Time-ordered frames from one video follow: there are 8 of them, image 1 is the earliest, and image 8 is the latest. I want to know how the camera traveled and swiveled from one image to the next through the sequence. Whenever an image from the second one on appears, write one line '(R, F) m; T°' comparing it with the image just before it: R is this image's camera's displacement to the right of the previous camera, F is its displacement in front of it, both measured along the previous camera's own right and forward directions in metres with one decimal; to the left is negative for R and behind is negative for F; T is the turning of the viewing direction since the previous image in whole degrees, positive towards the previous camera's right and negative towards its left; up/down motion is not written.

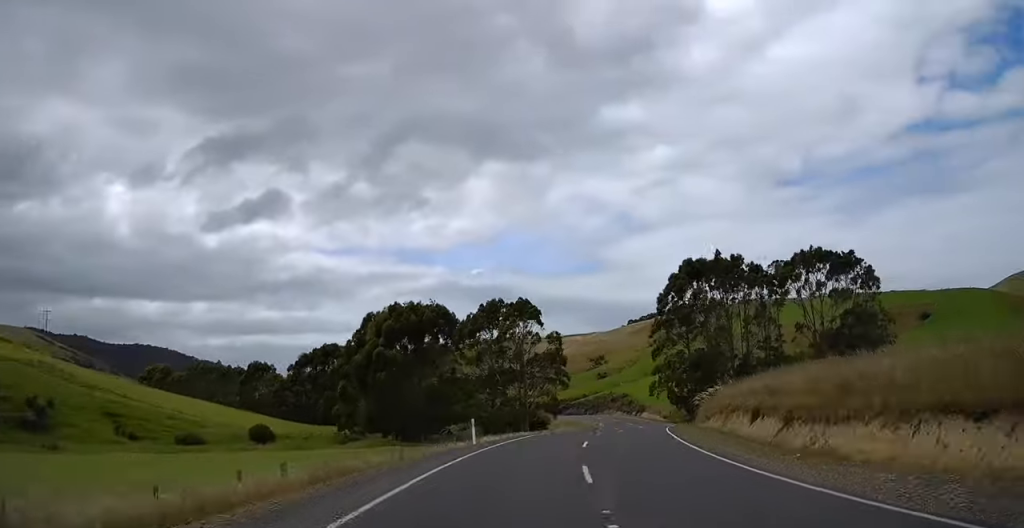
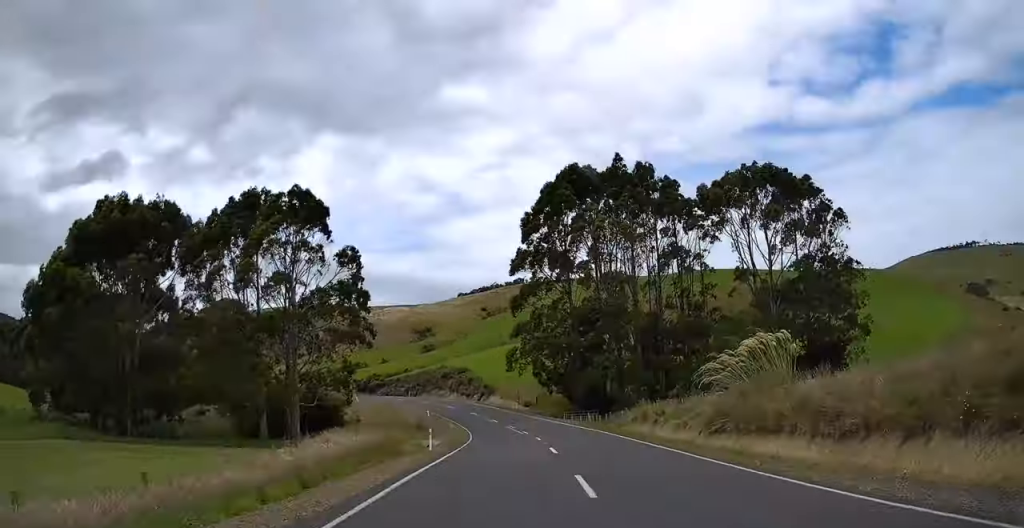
(+3.1, +42.7) m; +2°
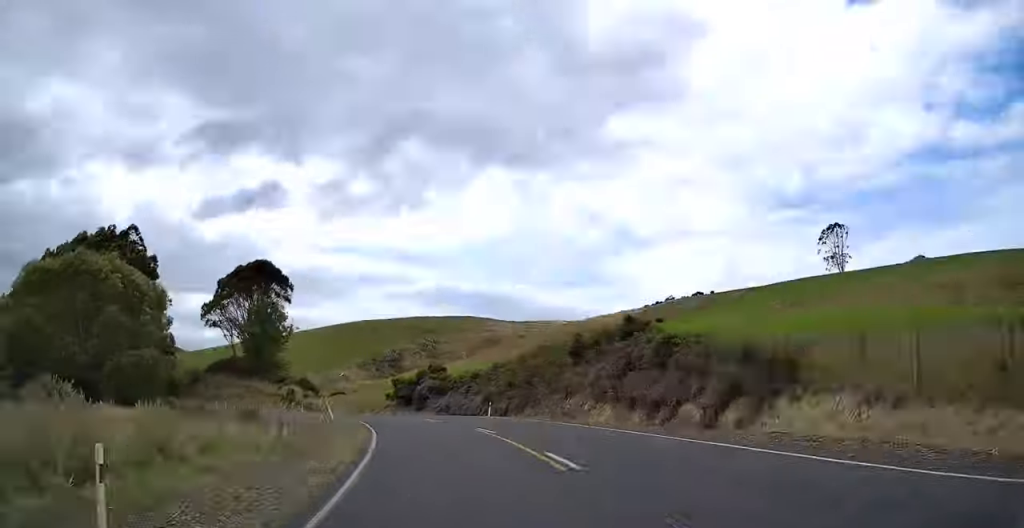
(+7.0, +66.4) m; -12°
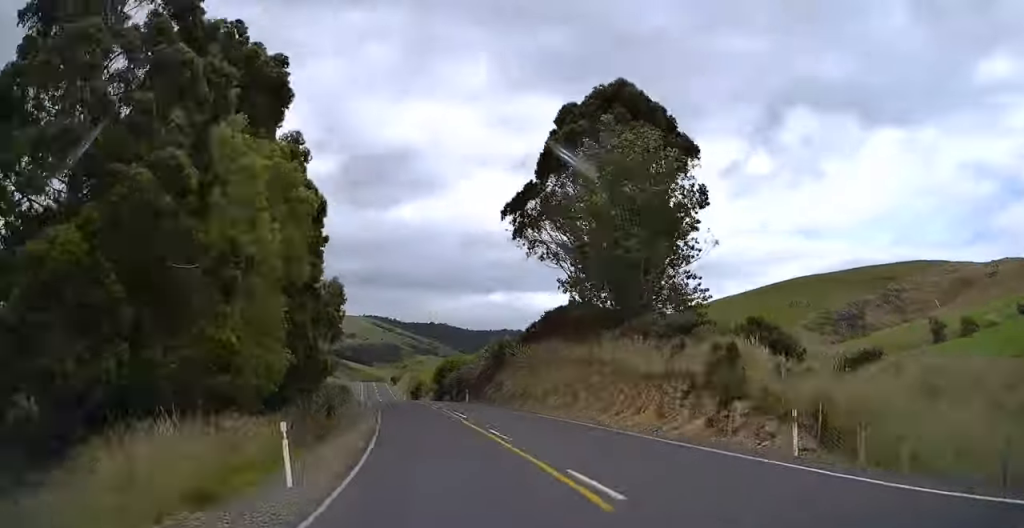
(-17.7, +61.4) m; -26°
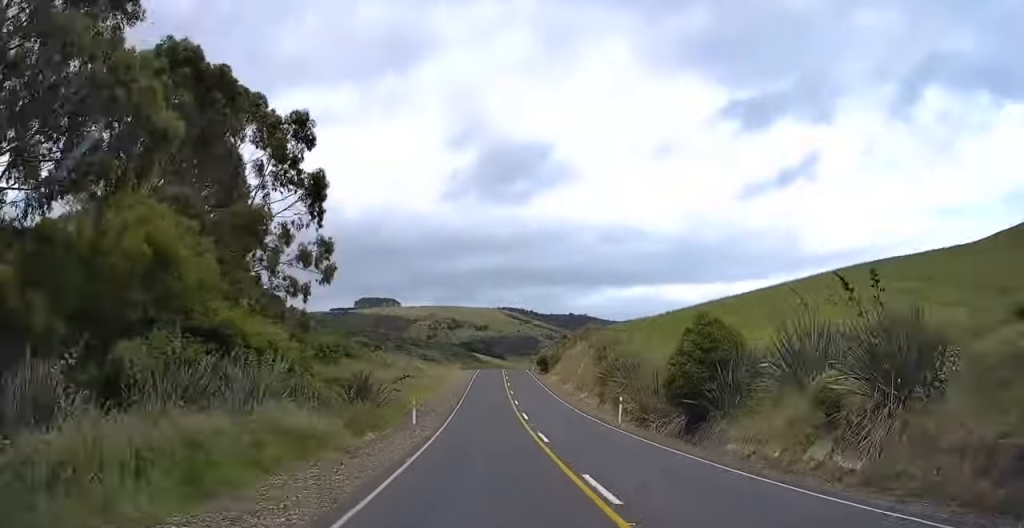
(-20.3, +90.6) m; -14°
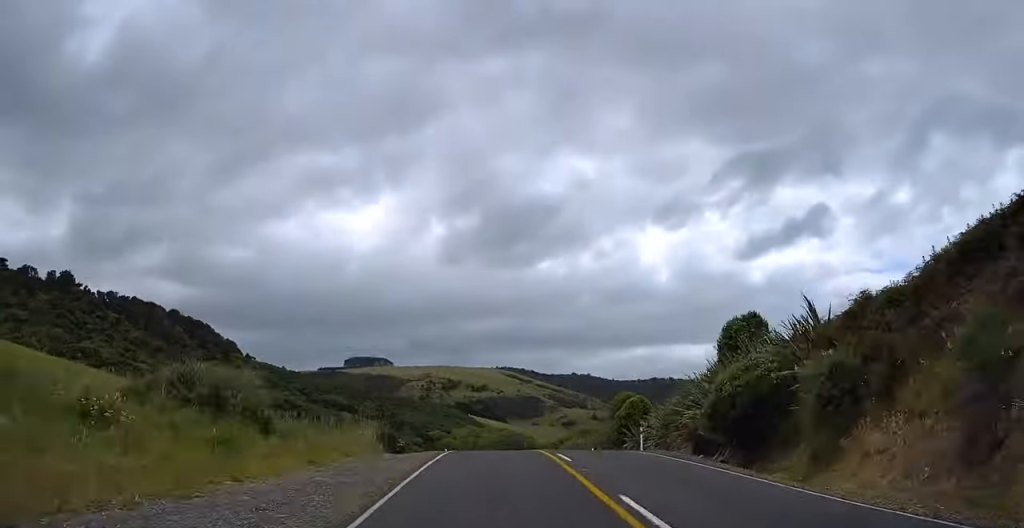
(-0.2, +69.8) m; +1°
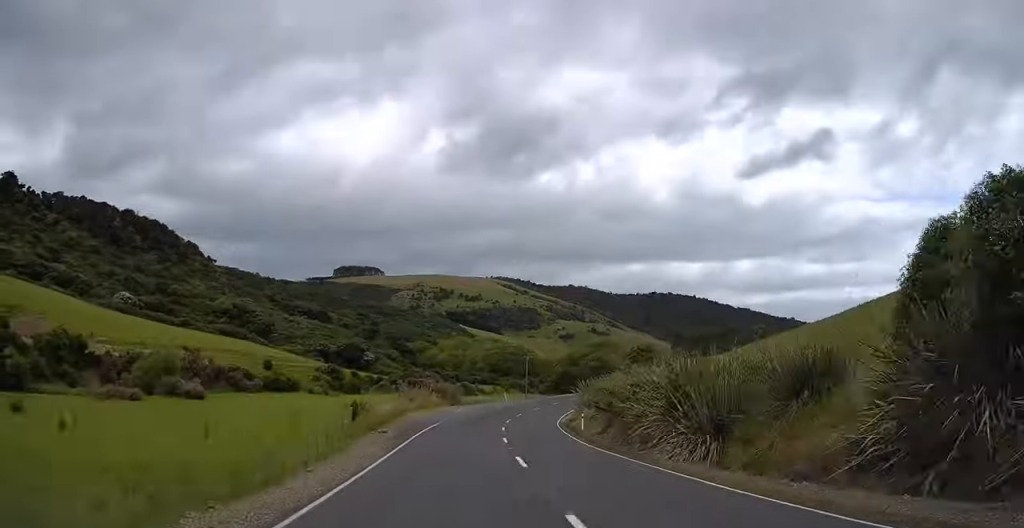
(0.0, +42.3) m; +4°
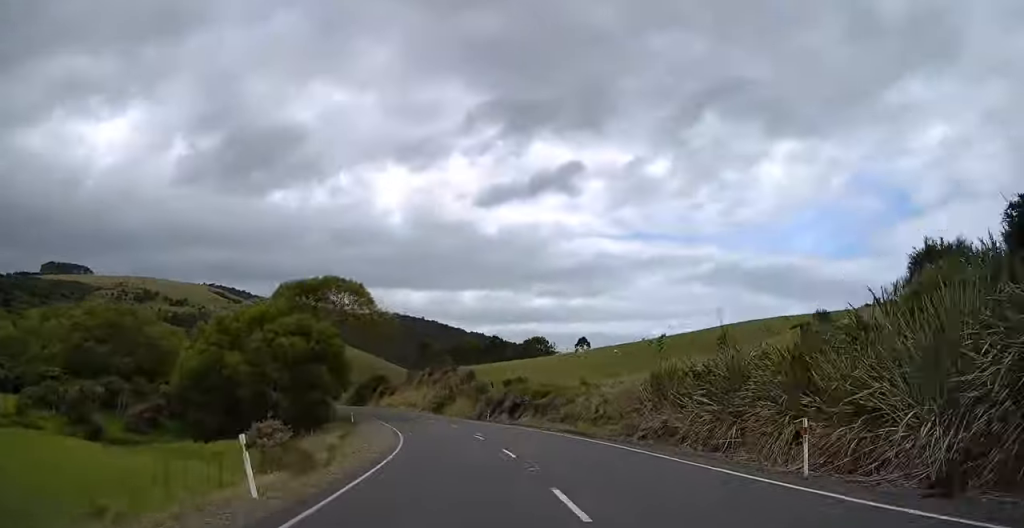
(+12.4, +108.7) m; +9°
